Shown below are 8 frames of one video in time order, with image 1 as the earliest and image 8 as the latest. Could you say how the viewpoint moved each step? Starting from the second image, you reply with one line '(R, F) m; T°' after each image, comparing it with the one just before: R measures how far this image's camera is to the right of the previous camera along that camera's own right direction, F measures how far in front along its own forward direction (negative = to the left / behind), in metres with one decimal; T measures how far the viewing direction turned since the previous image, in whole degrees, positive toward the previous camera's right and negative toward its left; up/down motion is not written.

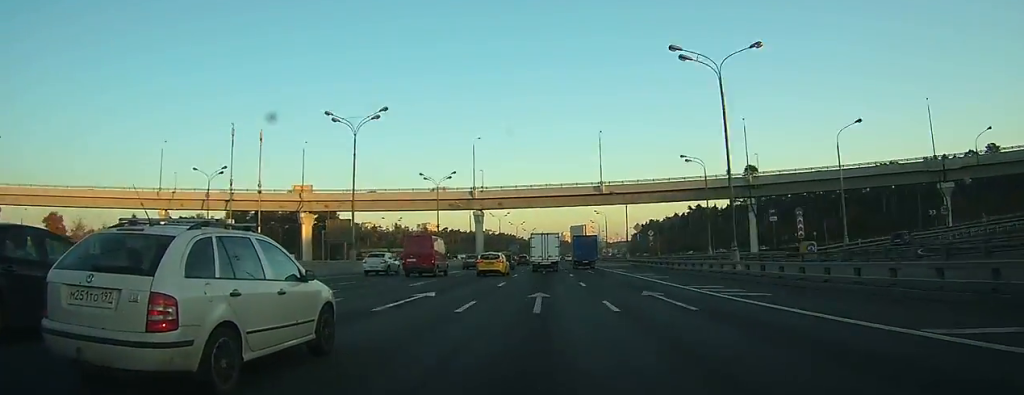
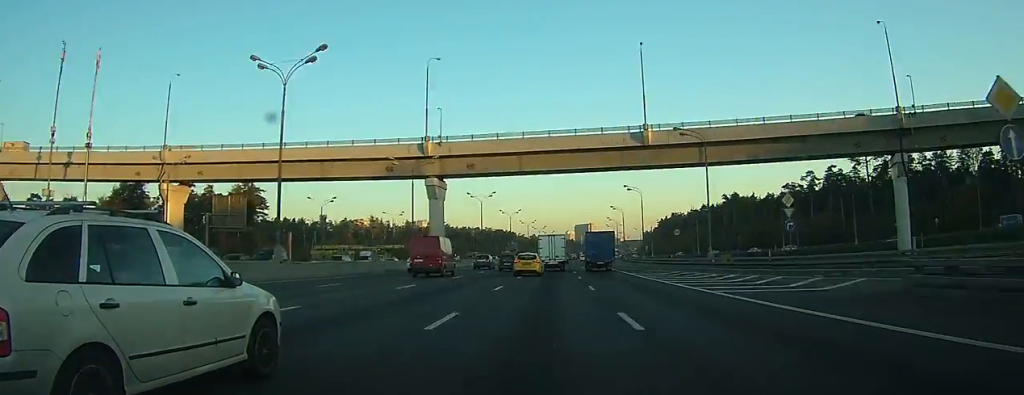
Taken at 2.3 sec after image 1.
(-0.2, +51.7) m; 0°
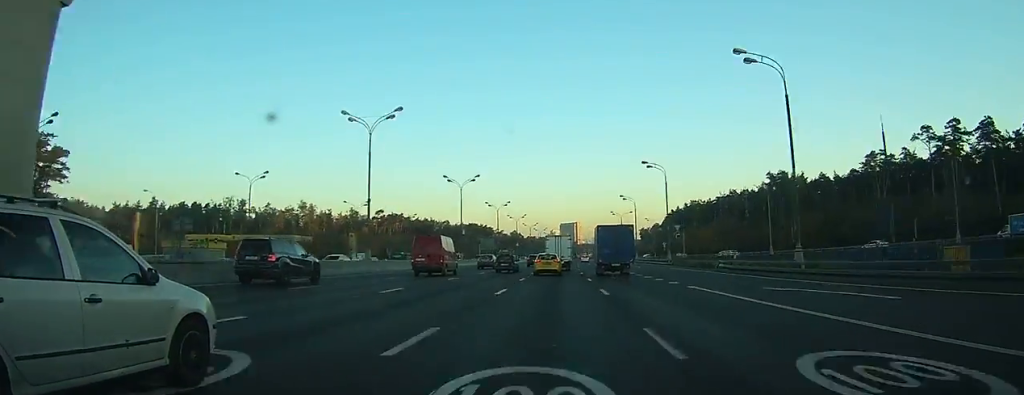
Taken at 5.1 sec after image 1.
(+0.3, +63.7) m; +1°
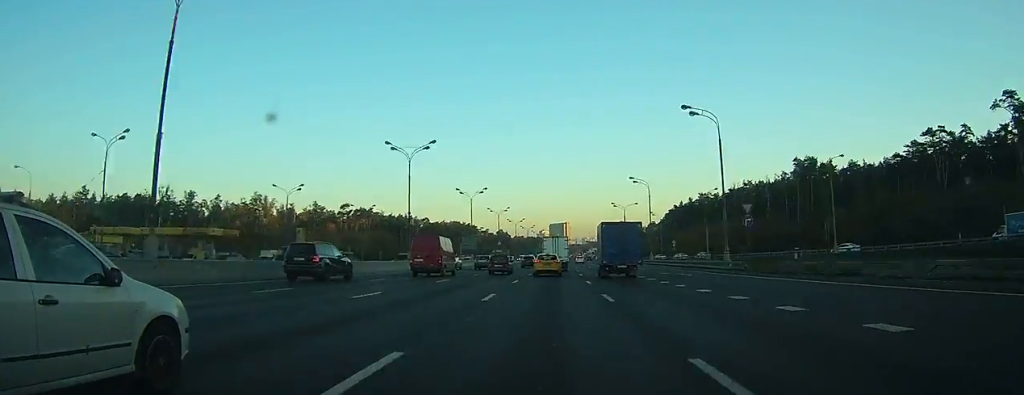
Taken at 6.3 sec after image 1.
(+0.1, +25.5) m; +1°
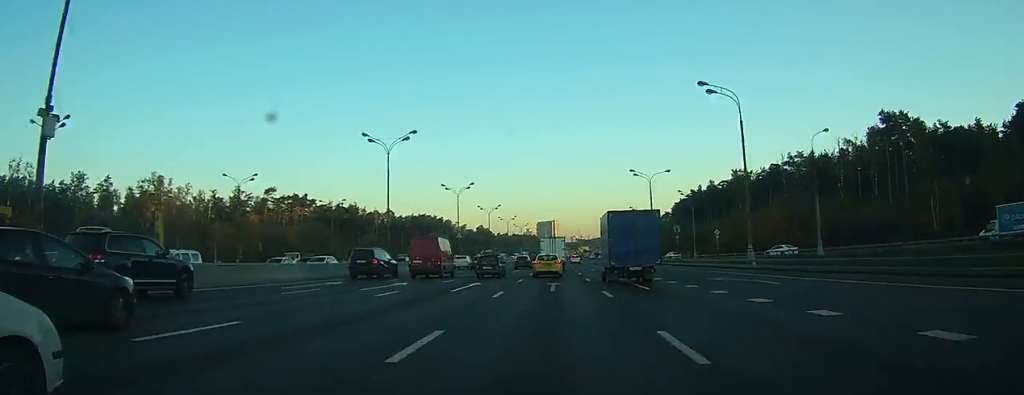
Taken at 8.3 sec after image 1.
(+0.5, +44.1) m; +1°
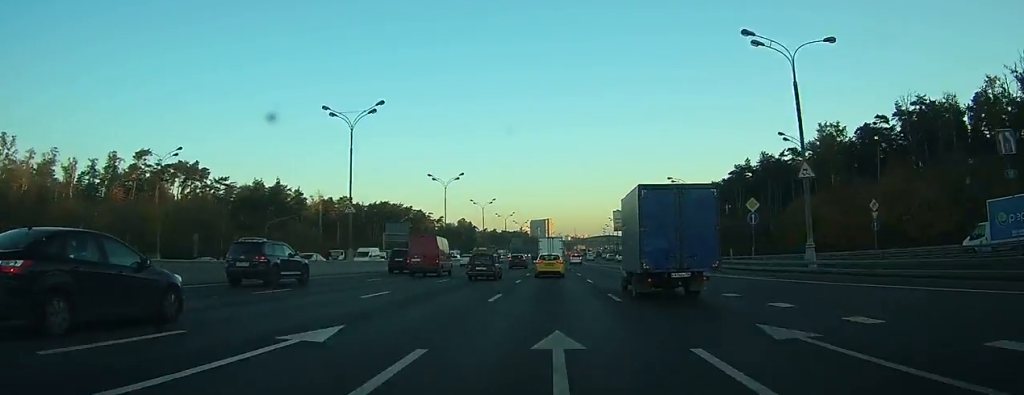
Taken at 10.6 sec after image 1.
(+0.5, +49.6) m; +1°
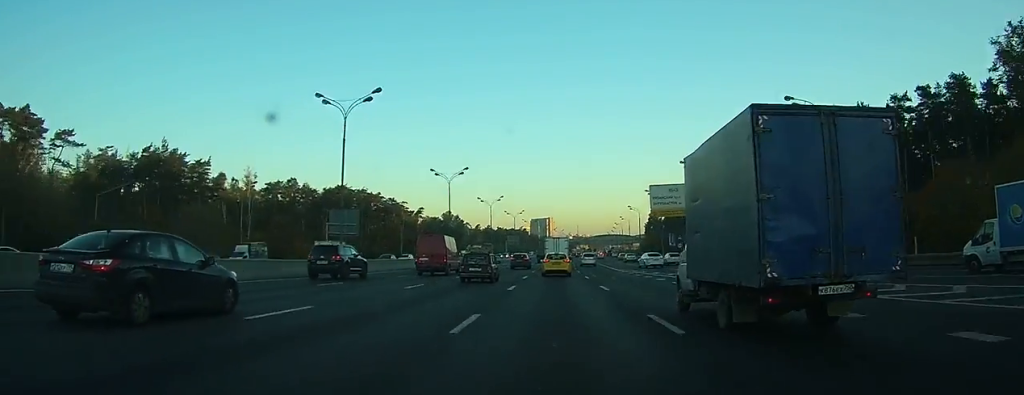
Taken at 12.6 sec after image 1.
(+0.1, +44.1) m; 0°
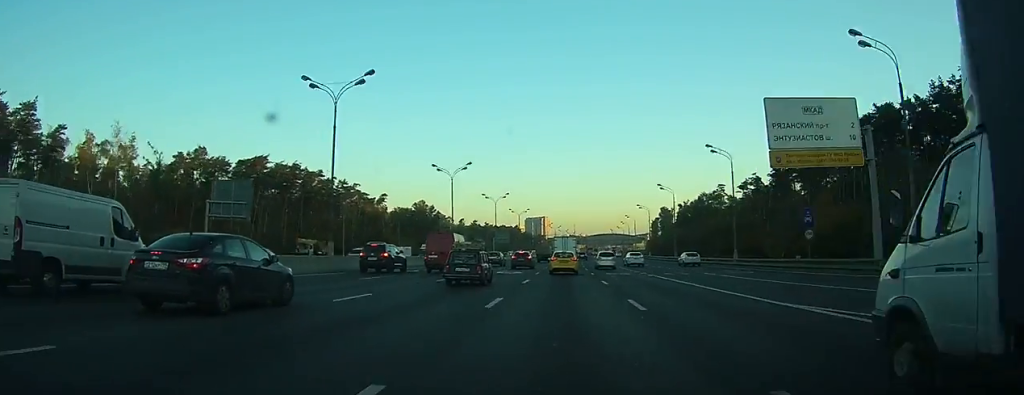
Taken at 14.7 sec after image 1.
(+0.1, +42.3) m; +1°
